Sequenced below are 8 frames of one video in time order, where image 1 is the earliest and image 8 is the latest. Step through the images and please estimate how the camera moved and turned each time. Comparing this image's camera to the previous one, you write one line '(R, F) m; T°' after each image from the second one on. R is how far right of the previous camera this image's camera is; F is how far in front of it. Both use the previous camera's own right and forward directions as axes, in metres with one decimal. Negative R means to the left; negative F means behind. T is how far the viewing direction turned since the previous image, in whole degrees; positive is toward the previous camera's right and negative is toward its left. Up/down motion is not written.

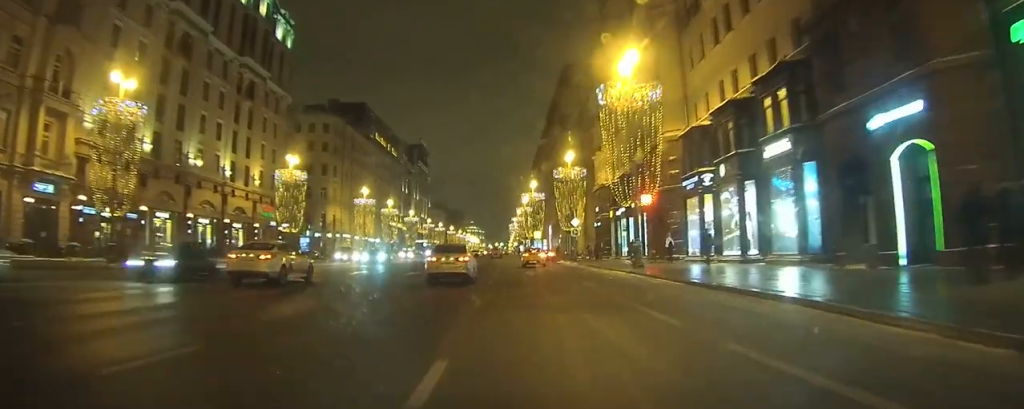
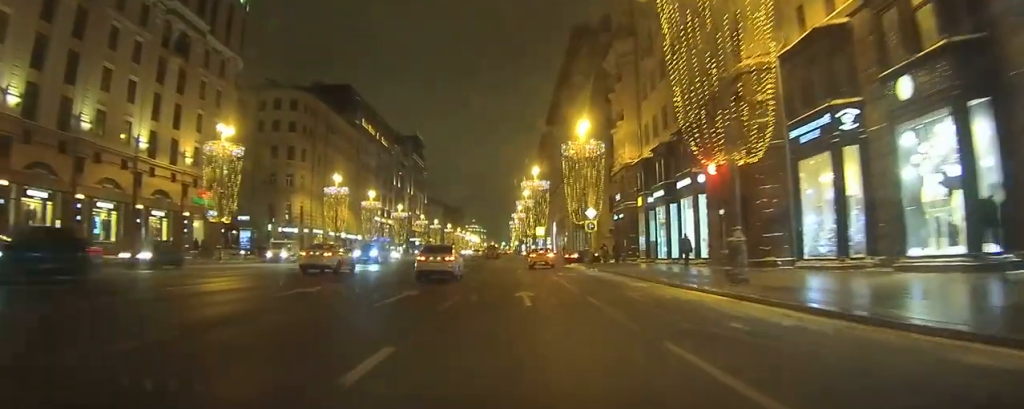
(+0.7, +15.2) m; +3°
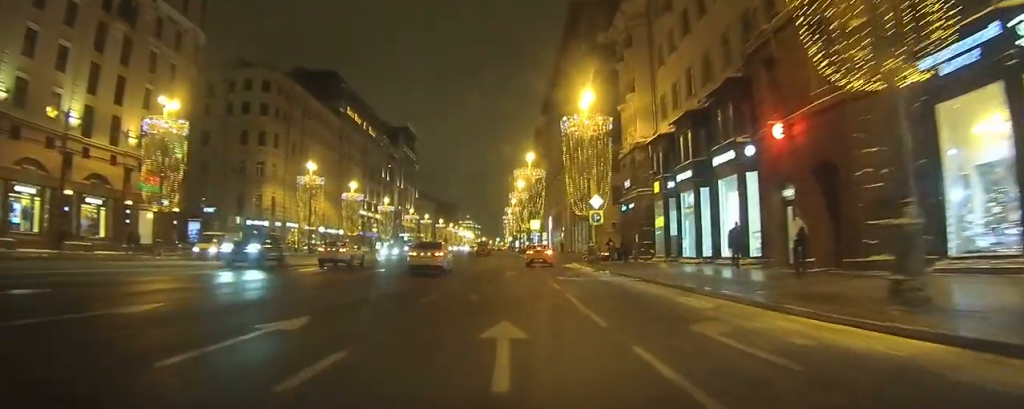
(0.0, +7.9) m; 0°
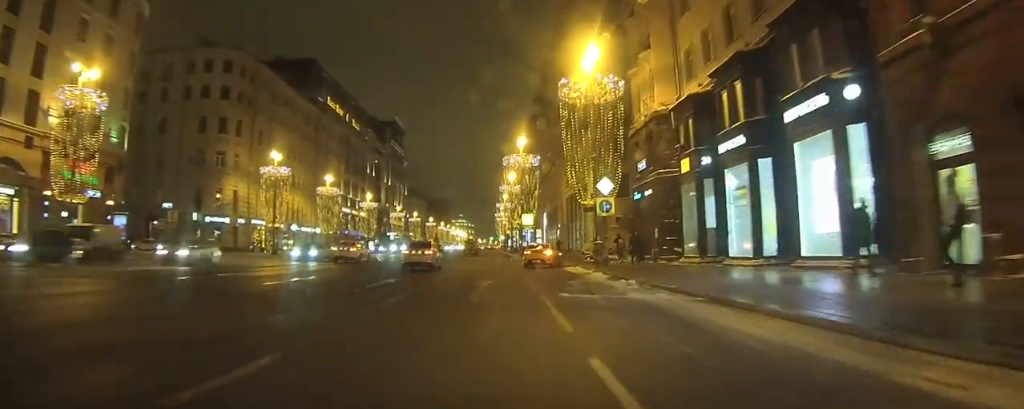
(0.0, +8.7) m; -1°
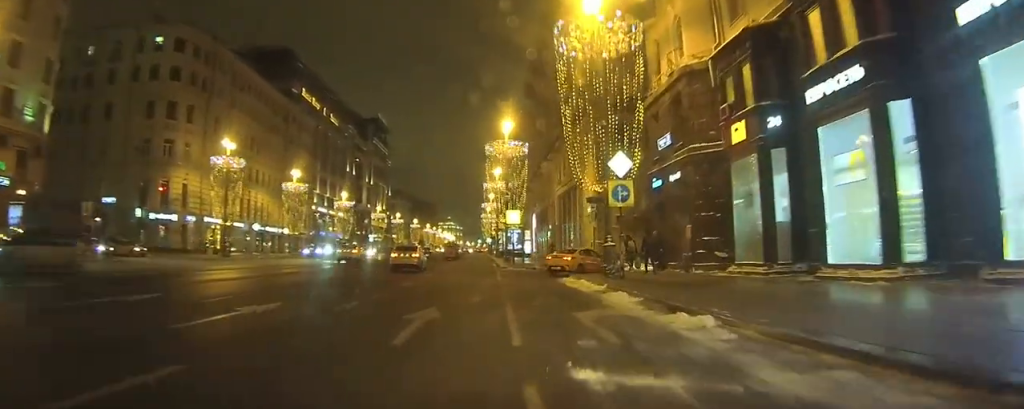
(-0.1, +8.6) m; +2°
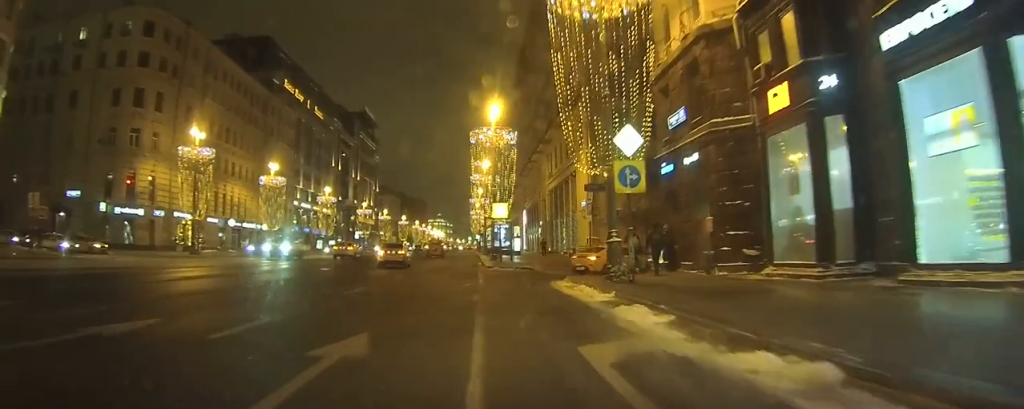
(+0.1, +4.0) m; +1°
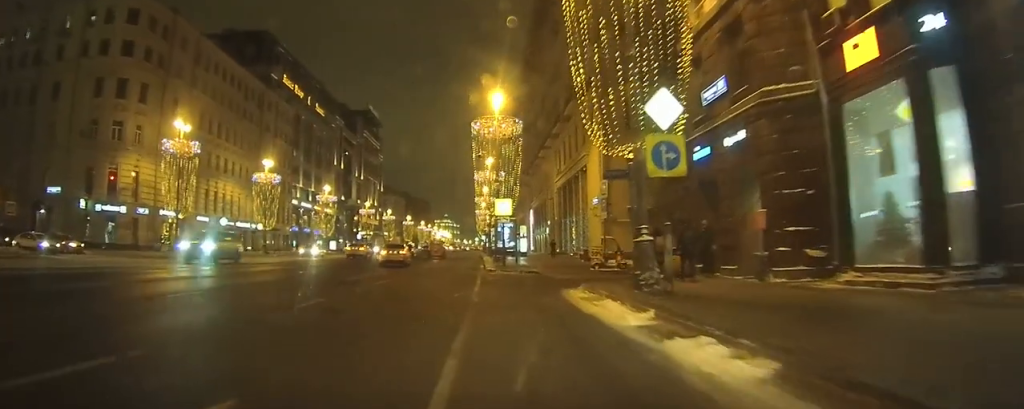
(+0.2, +3.8) m; +2°
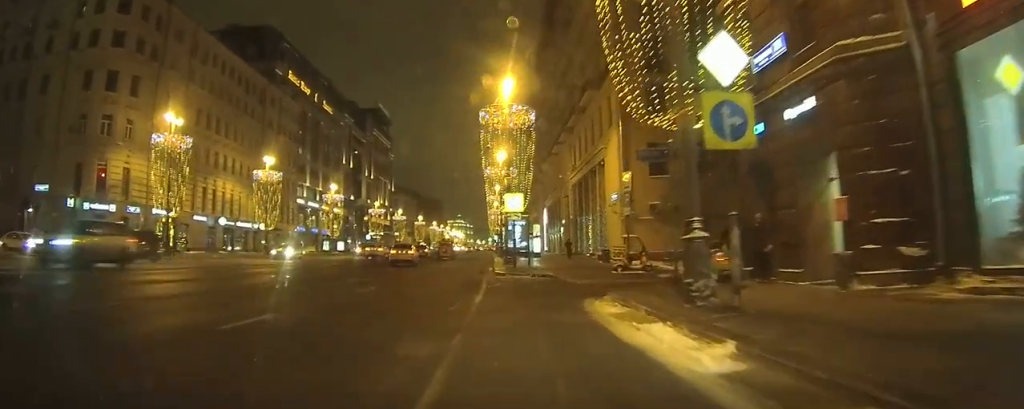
(0.0, +3.3) m; -1°
